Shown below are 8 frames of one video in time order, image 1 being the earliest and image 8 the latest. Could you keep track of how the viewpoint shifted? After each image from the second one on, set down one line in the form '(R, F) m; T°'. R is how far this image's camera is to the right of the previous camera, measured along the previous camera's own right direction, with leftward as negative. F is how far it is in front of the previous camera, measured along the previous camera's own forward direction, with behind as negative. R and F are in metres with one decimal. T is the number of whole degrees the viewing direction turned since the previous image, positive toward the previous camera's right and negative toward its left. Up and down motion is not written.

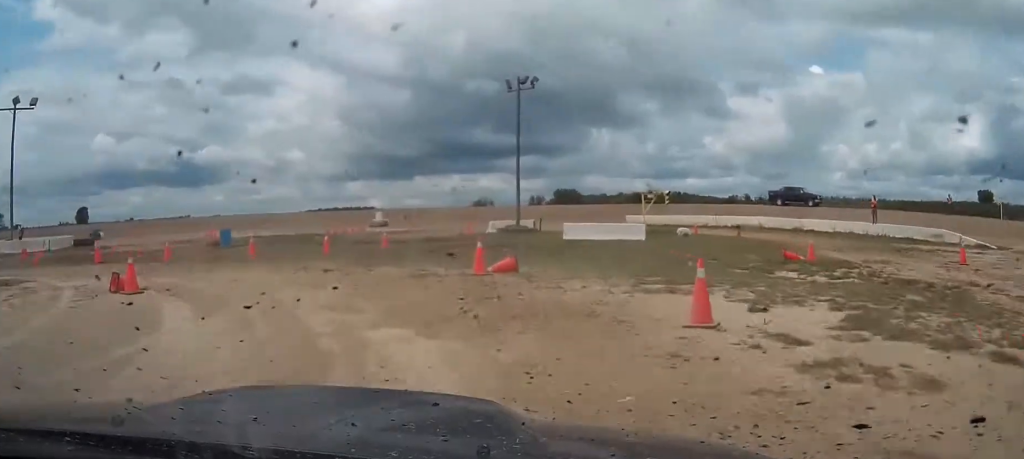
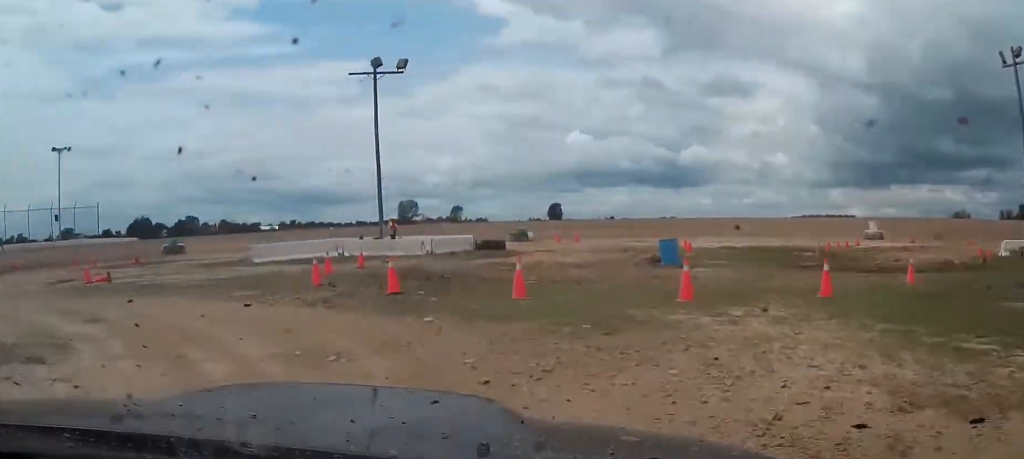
(-3.0, +12.3) m; -33°
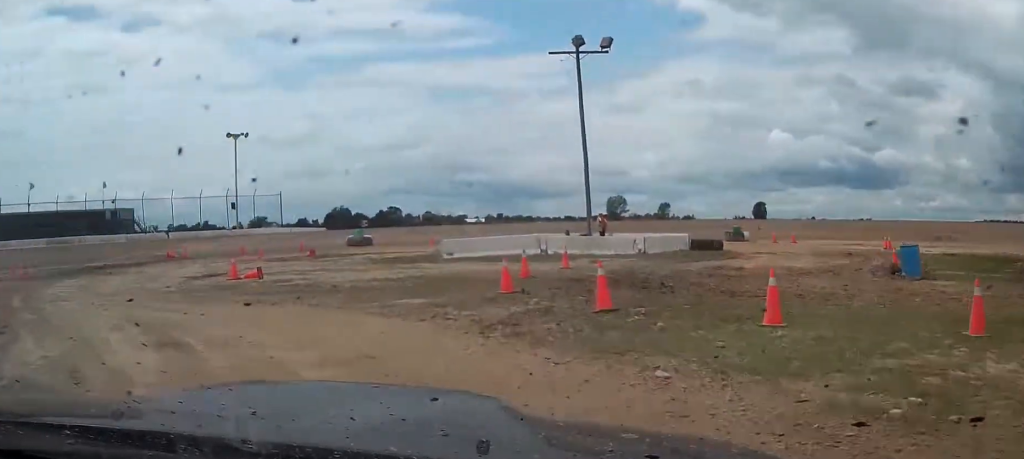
(-0.8, +4.1) m; -12°
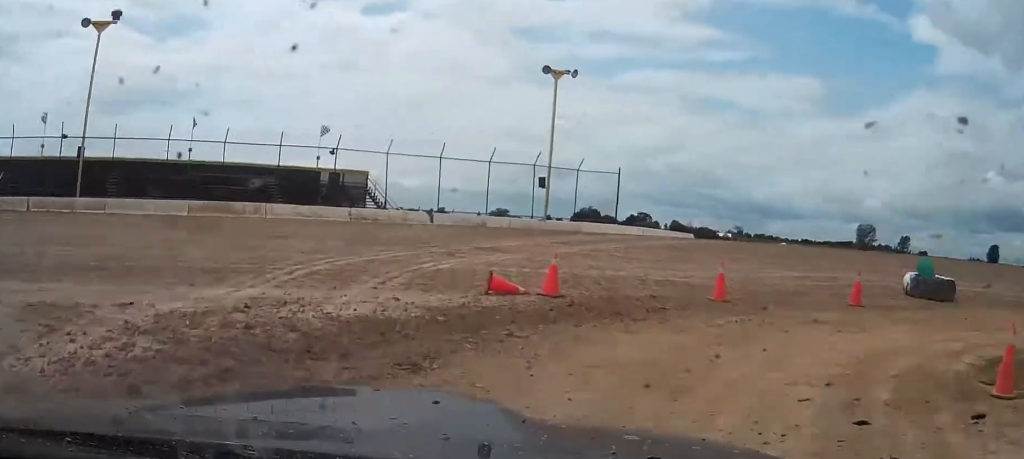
(-9.3, +24.7) m; -12°
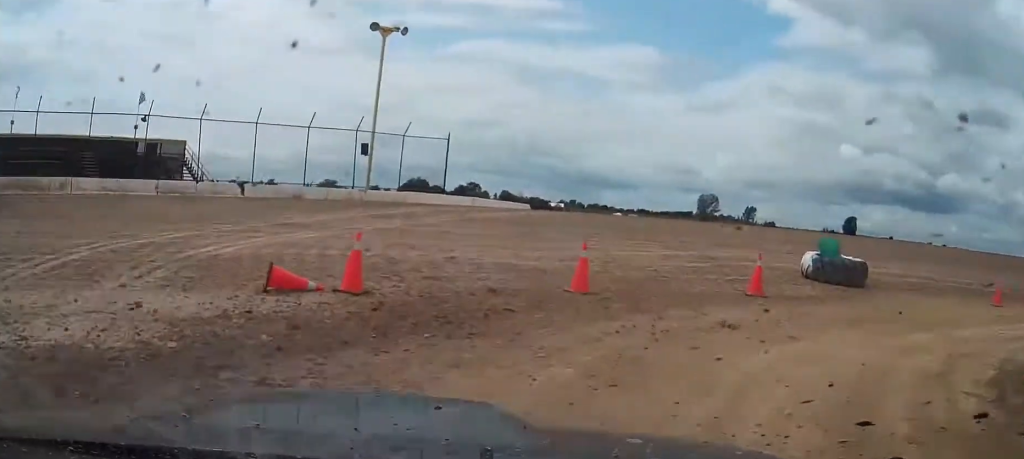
(+0.1, +3.7) m; +12°
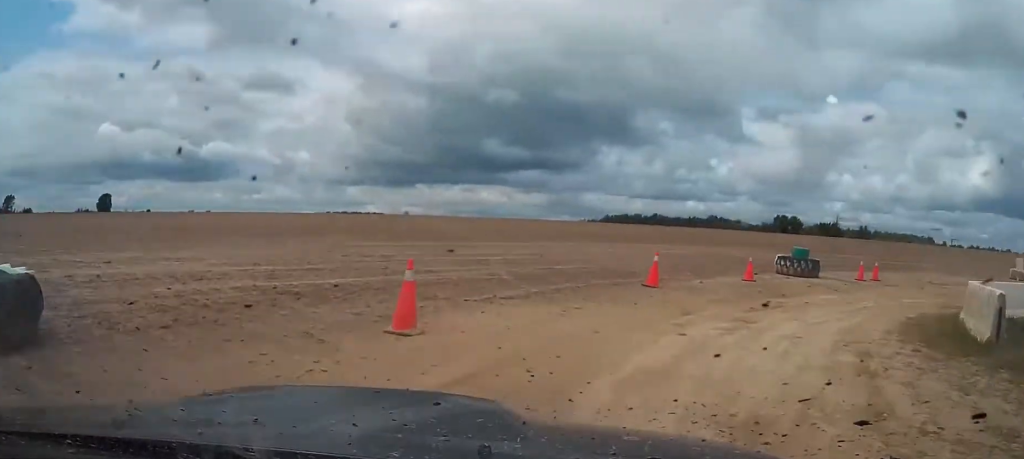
(+5.4, +10.4) m; +51°
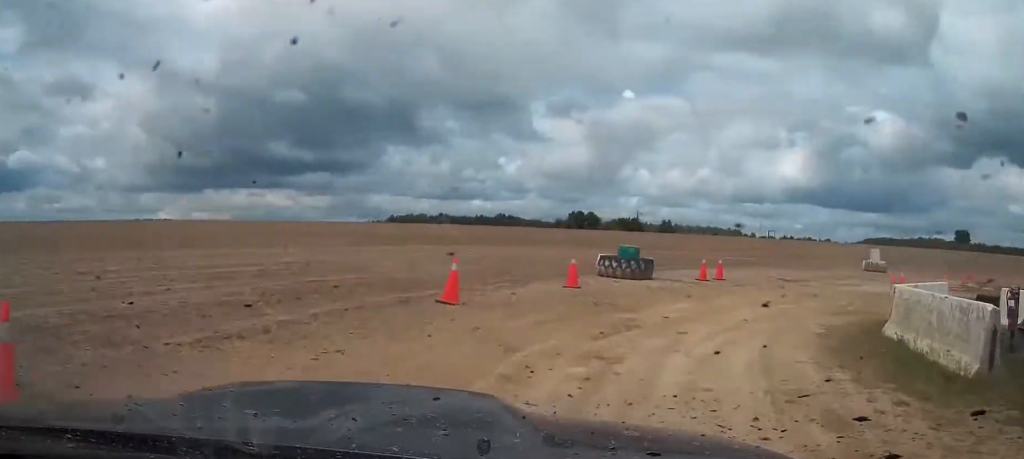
(+0.2, +3.6) m; +14°
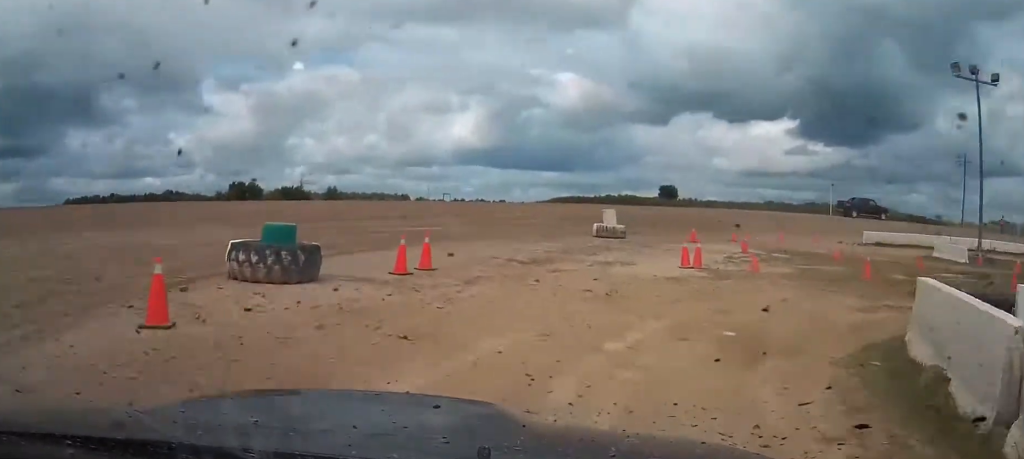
(+1.3, +6.6) m; +22°
